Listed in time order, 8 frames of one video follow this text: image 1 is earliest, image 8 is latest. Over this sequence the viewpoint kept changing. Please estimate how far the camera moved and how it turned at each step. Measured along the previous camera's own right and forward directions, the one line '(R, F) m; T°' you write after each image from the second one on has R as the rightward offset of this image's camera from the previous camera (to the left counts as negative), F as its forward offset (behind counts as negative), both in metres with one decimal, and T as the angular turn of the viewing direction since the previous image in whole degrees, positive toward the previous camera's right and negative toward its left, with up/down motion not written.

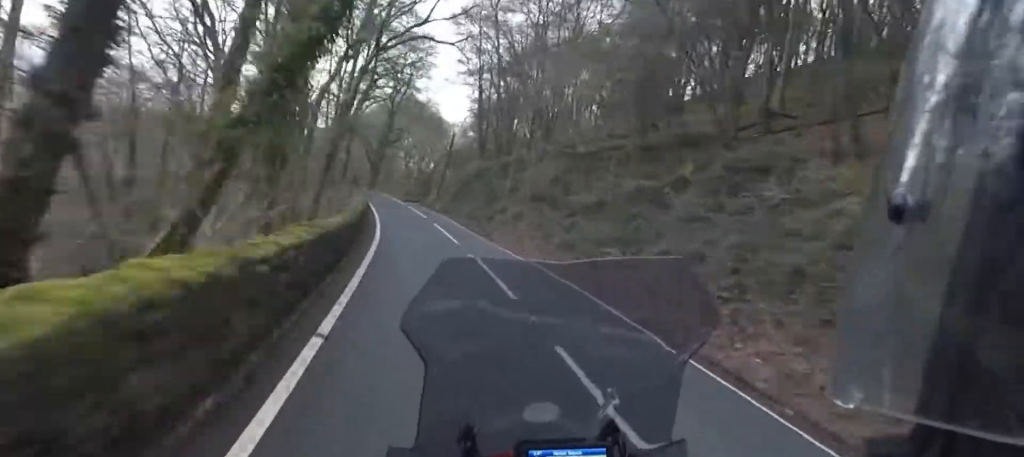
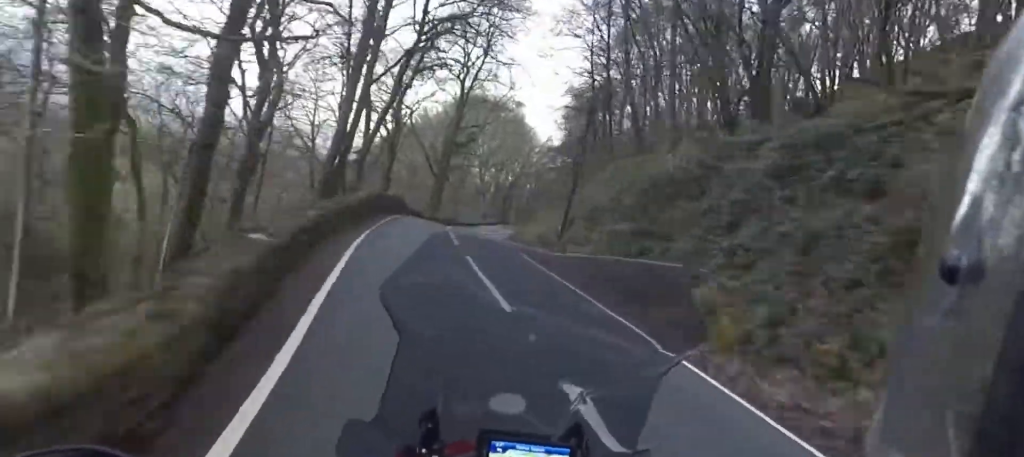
(+0.4, +29.7) m; +1°
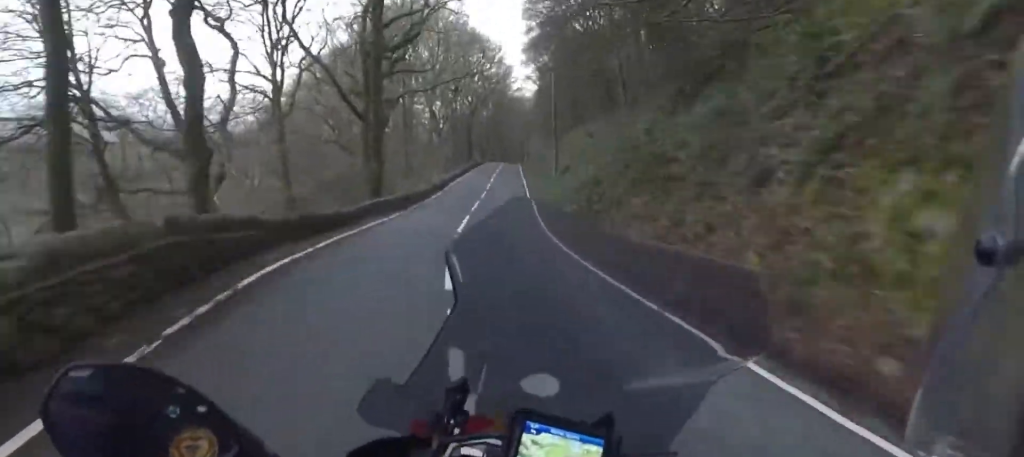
(+0.2, +33.1) m; +1°
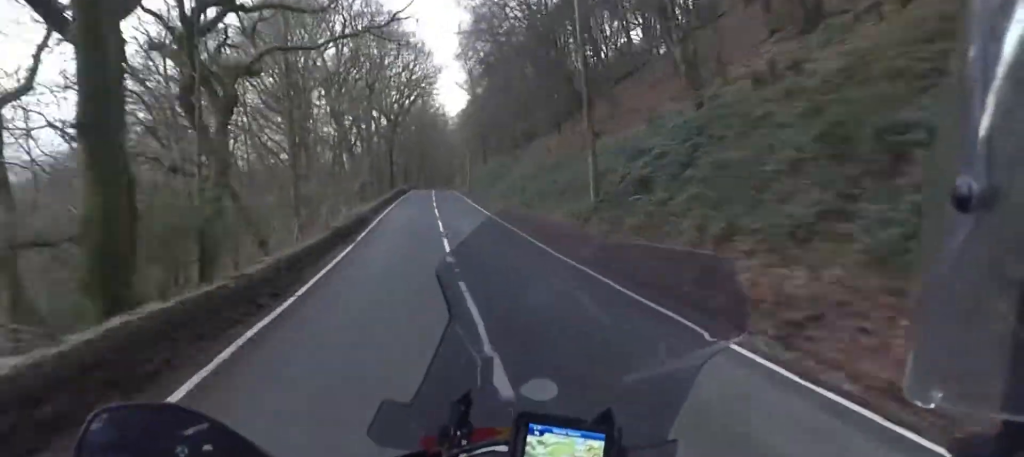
(+0.1, +25.6) m; +2°
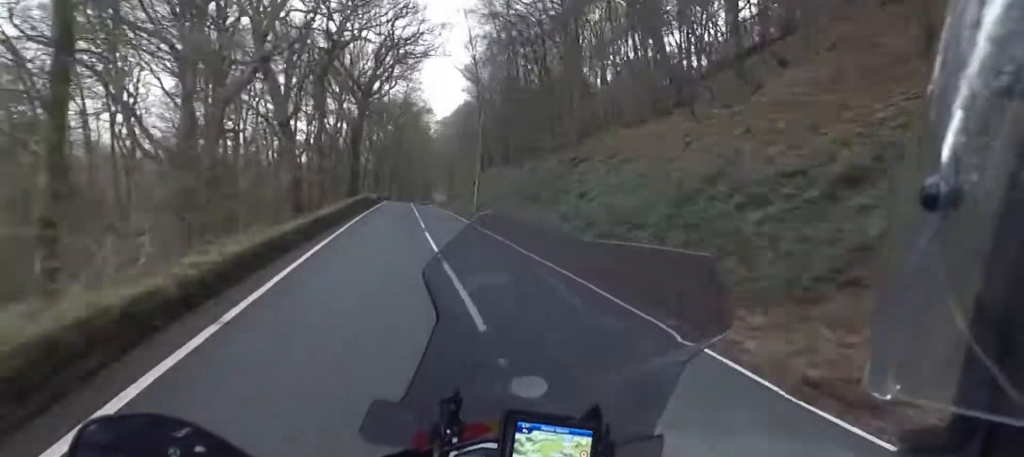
(+0.7, +26.4) m; +2°
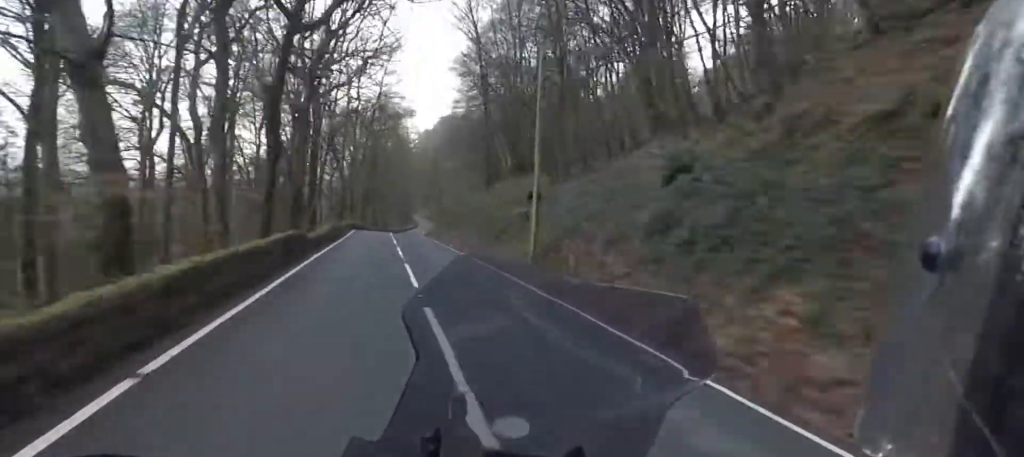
(+0.4, +21.6) m; +2°
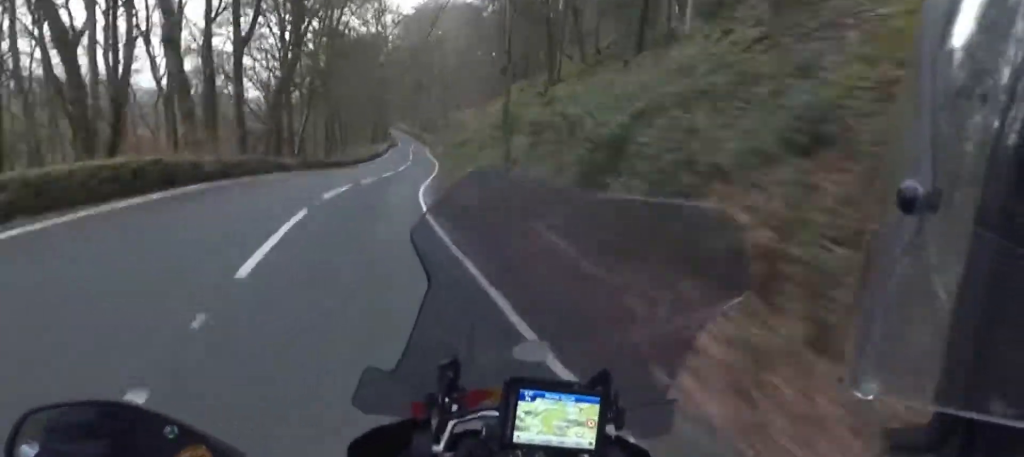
(+1.2, +42.5) m; +3°
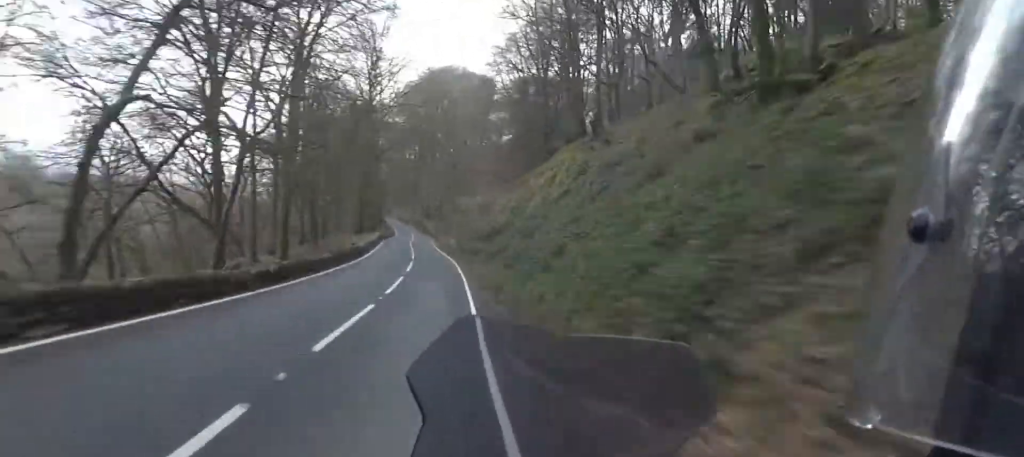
(+0.1, +23.9) m; 0°
